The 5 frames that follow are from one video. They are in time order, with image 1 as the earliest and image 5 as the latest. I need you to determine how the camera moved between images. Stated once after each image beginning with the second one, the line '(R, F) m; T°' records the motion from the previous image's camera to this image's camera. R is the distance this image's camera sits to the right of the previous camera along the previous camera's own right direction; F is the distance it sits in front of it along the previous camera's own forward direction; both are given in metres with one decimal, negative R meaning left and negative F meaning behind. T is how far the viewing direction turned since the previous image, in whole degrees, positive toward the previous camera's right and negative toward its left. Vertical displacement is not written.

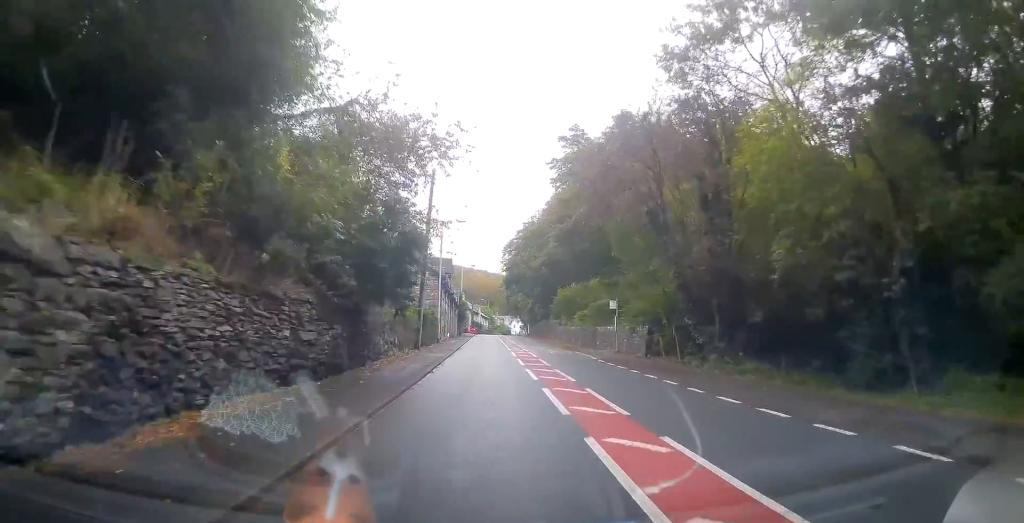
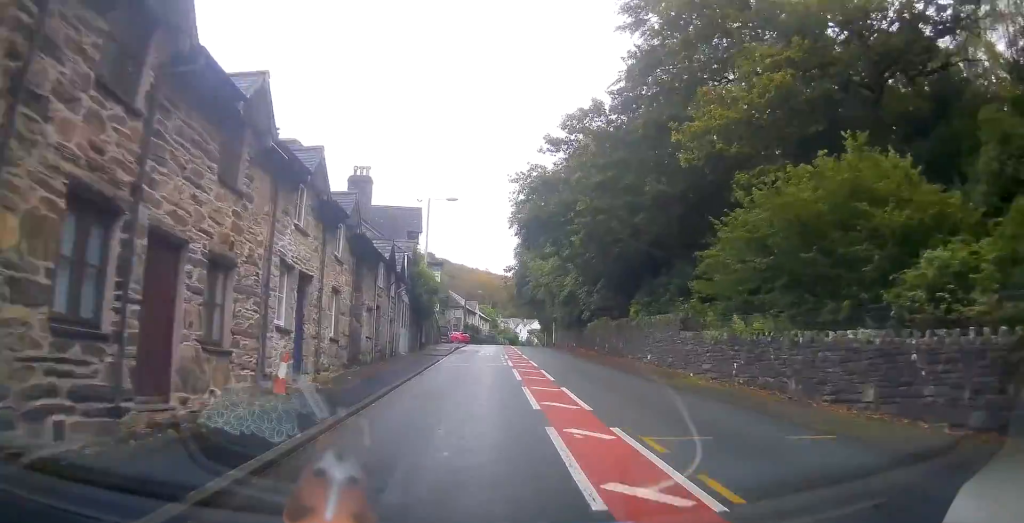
(+0.2, +39.7) m; 0°
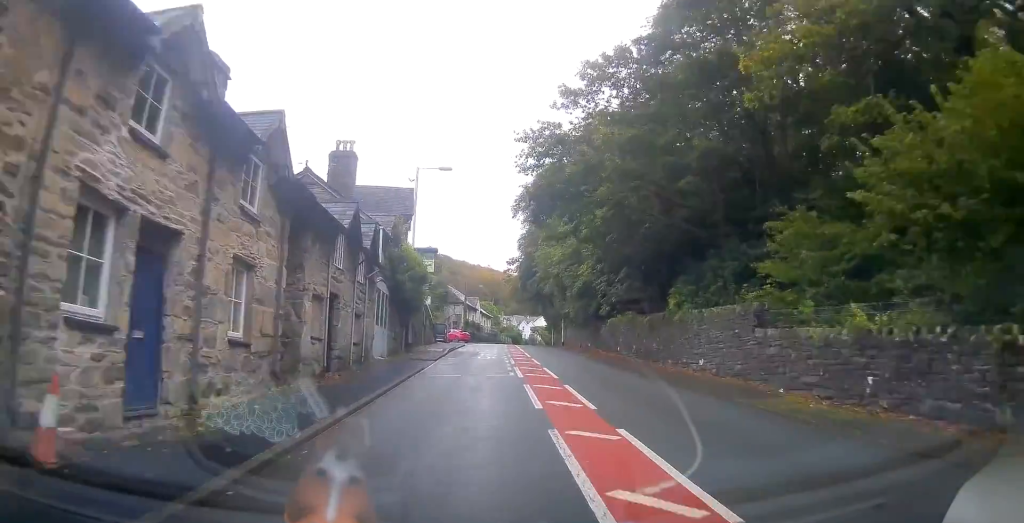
(0.0, +6.1) m; 0°
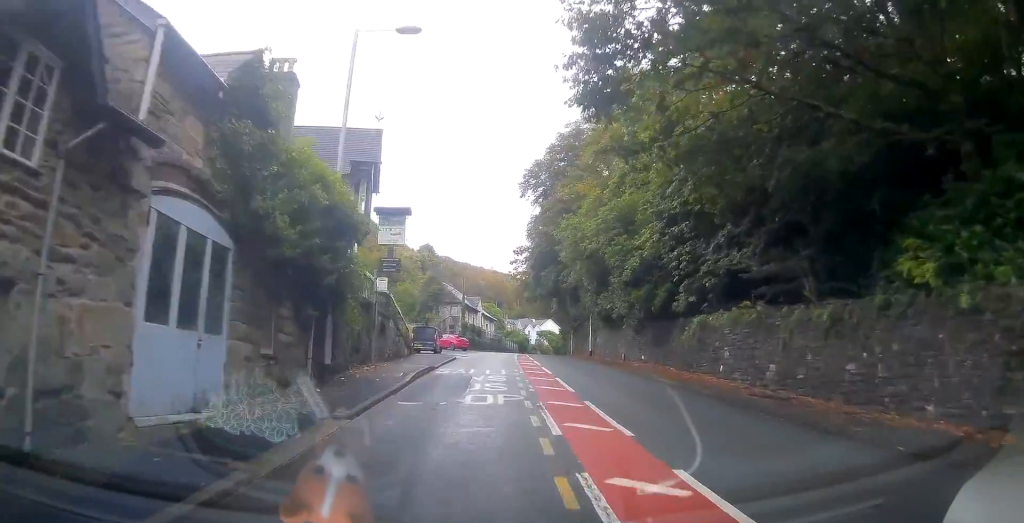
(-0.2, +13.9) m; -2°
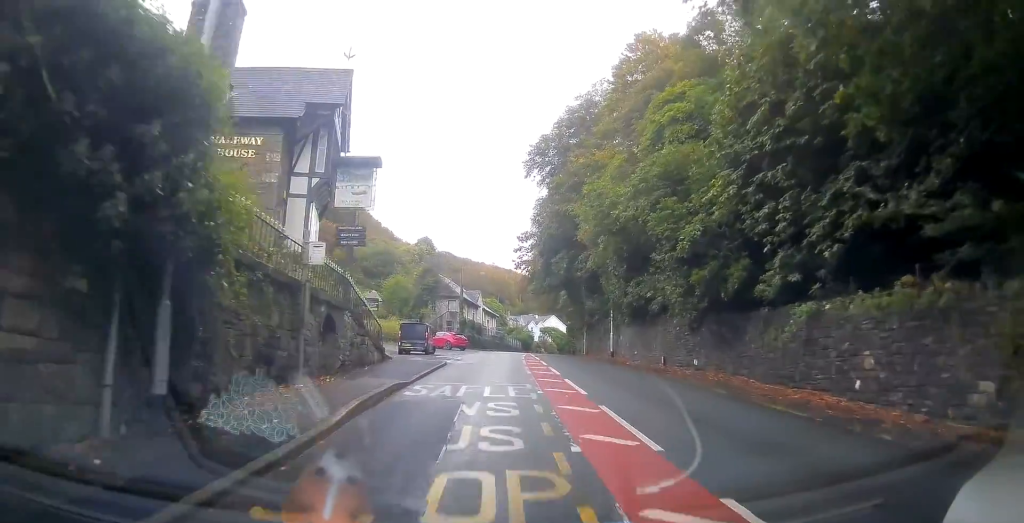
(-0.2, +7.0) m; 0°
